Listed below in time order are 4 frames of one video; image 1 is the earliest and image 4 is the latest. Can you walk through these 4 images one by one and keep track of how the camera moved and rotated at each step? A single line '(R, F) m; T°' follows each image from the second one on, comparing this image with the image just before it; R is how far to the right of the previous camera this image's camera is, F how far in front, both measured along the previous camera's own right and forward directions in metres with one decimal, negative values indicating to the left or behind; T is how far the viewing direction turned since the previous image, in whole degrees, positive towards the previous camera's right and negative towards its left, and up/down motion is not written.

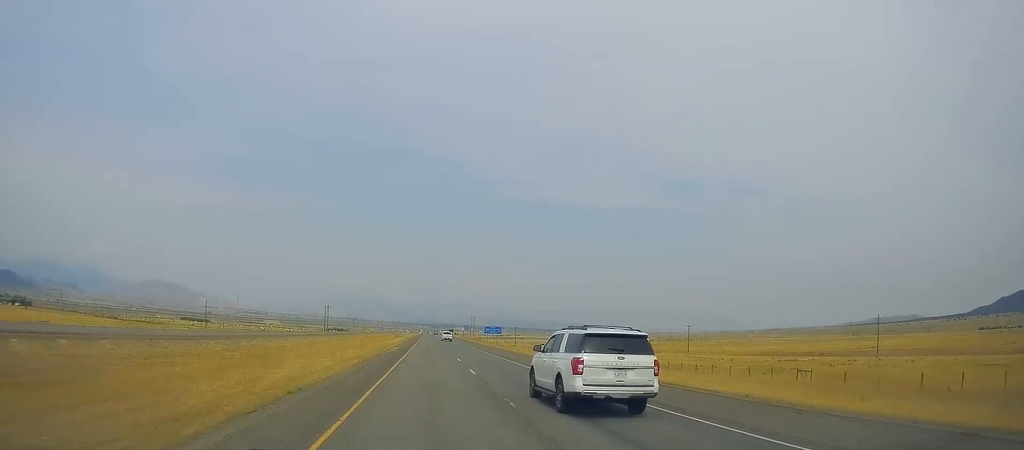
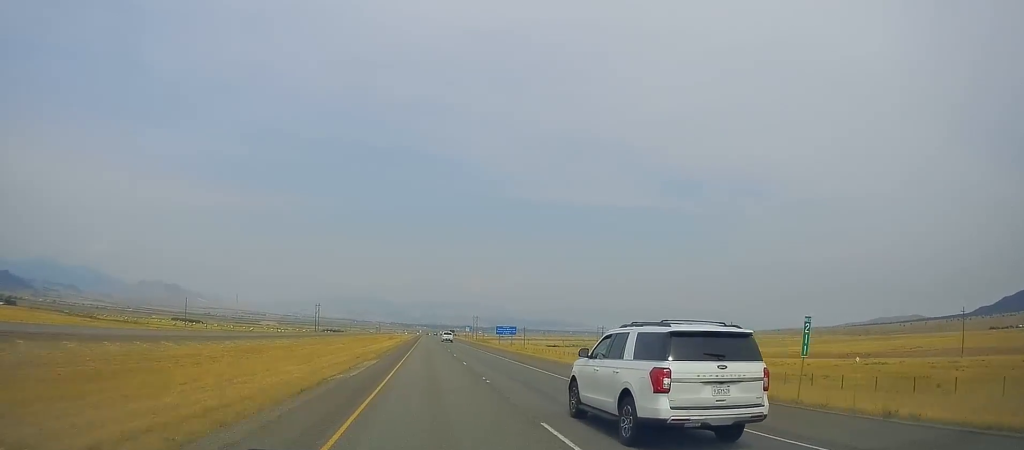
(0.0, +28.8) m; 0°
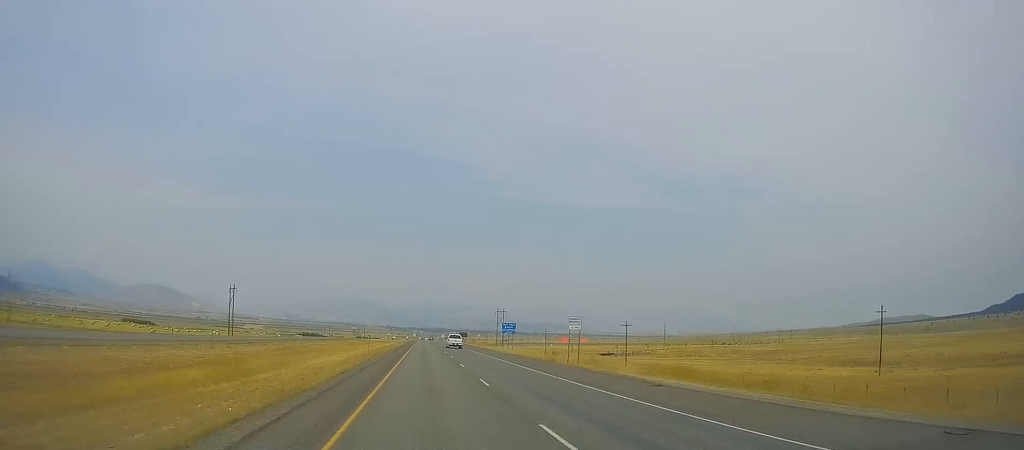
(-0.1, +144.7) m; 0°
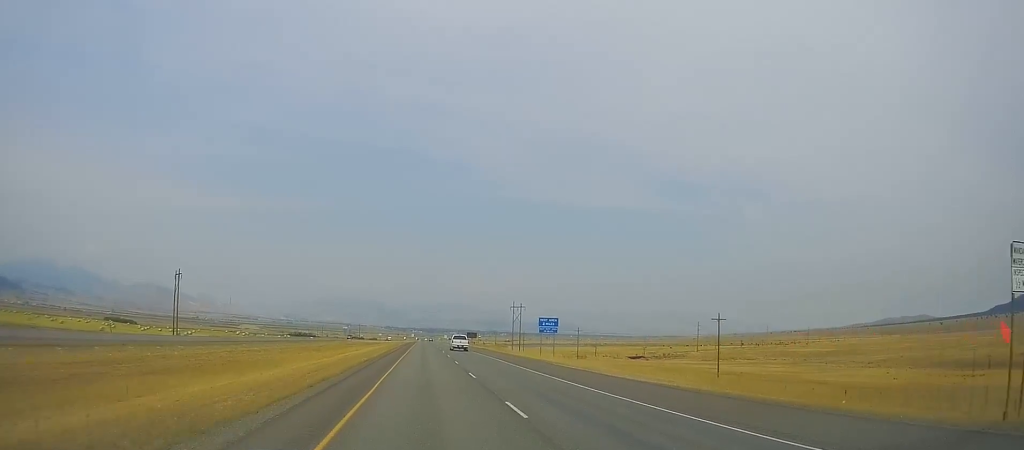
(+0.3, +44.3) m; 0°
